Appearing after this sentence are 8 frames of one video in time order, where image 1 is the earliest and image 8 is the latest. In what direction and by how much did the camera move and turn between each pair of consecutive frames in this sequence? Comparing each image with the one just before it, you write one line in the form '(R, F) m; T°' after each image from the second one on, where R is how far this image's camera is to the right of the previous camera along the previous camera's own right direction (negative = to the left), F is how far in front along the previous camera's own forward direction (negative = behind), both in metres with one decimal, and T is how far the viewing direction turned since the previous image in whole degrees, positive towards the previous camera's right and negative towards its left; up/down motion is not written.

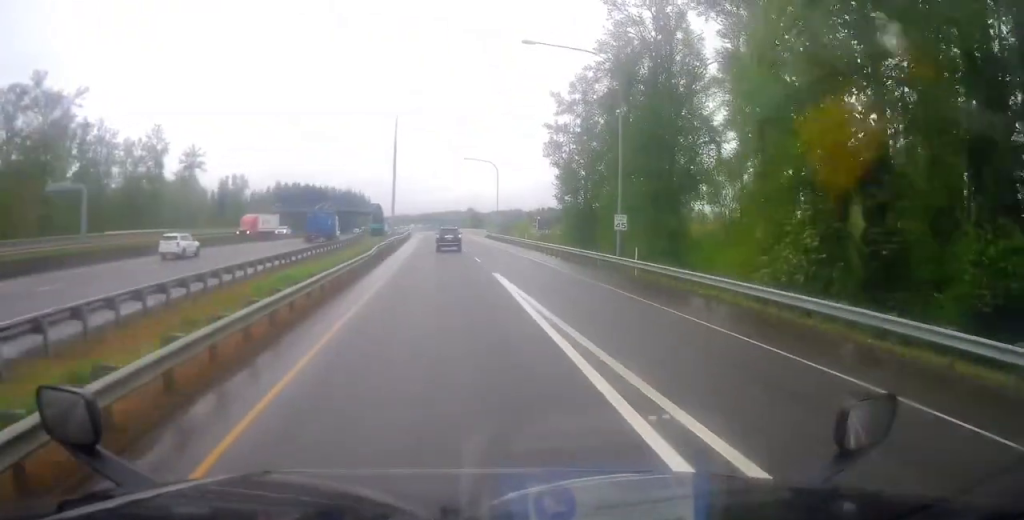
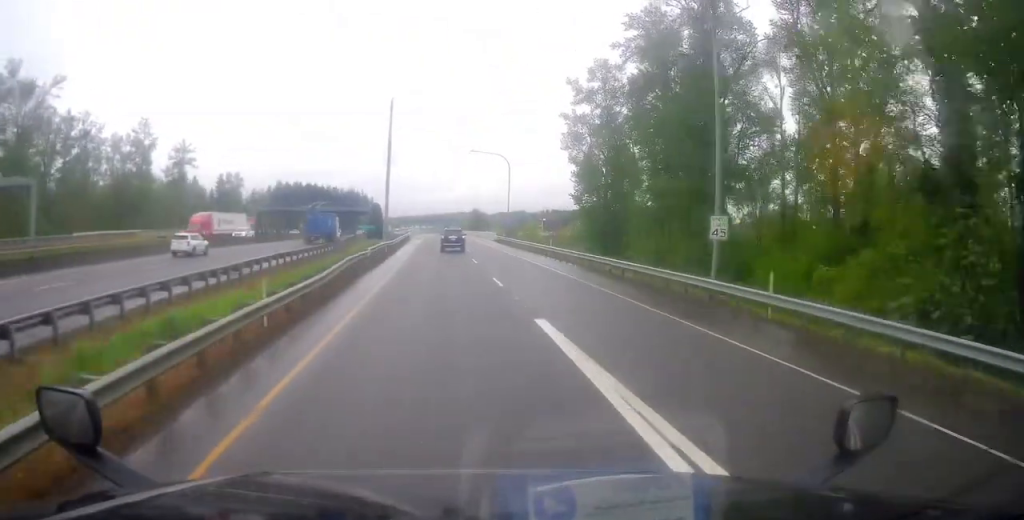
(+0.3, +11.9) m; 0°
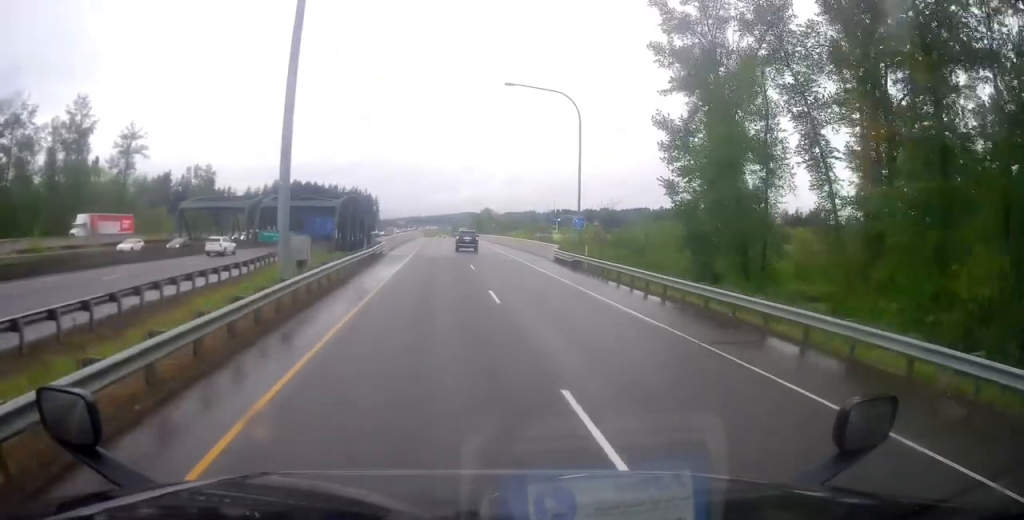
(-0.7, +40.4) m; 0°
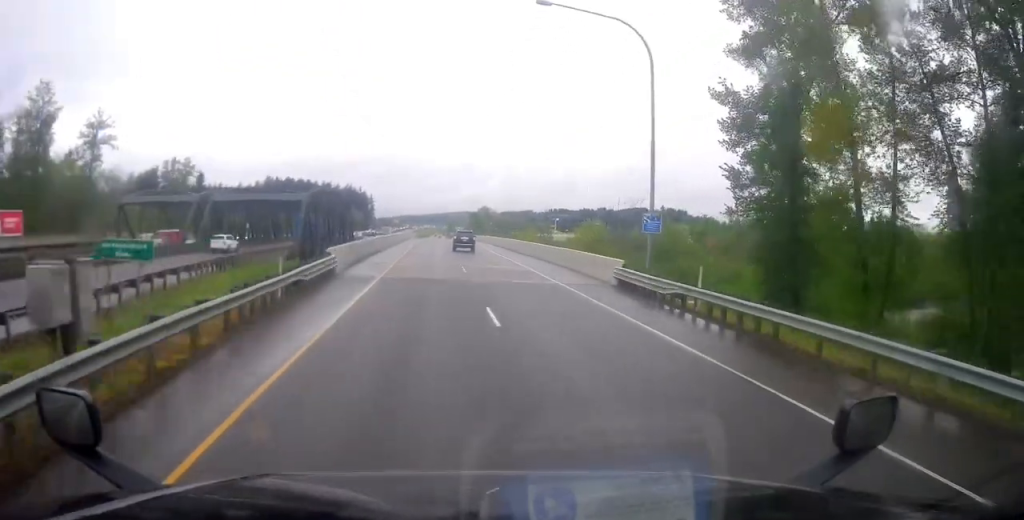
(+0.1, +15.9) m; +1°
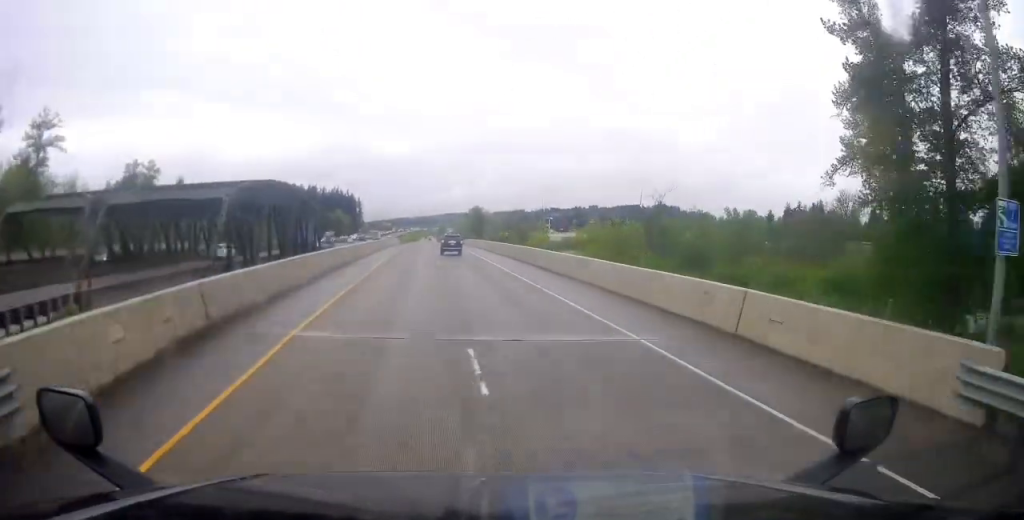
(+0.3, +19.2) m; -1°
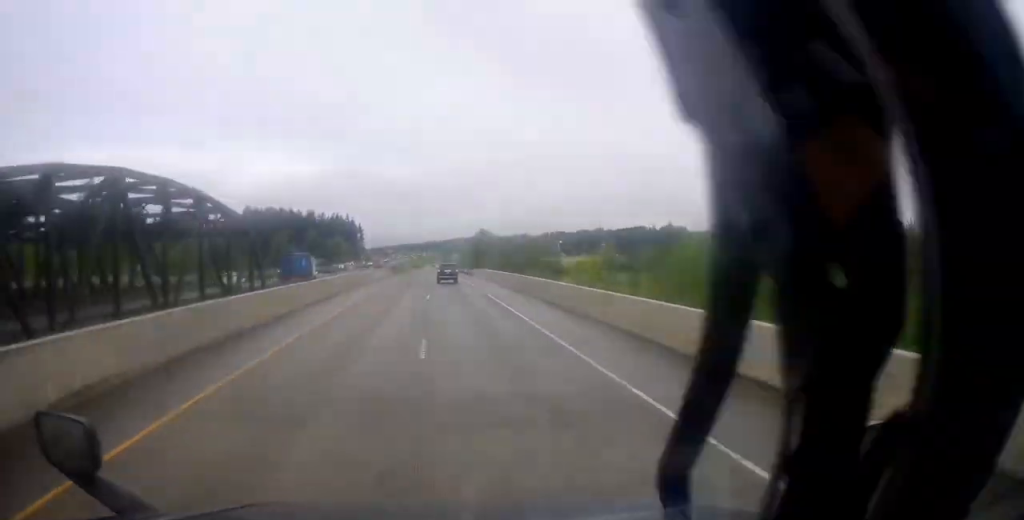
(-0.7, +26.9) m; 0°
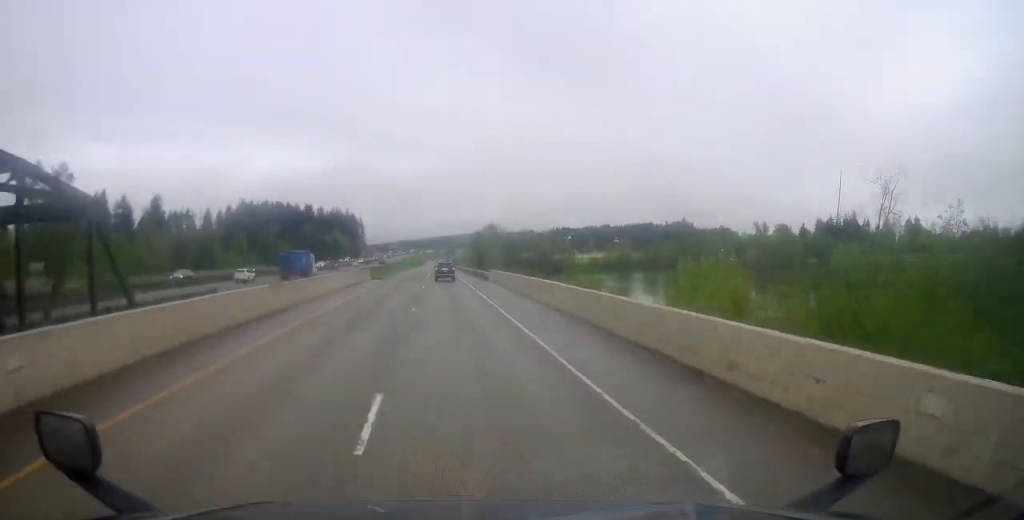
(+0.7, +25.0) m; 0°
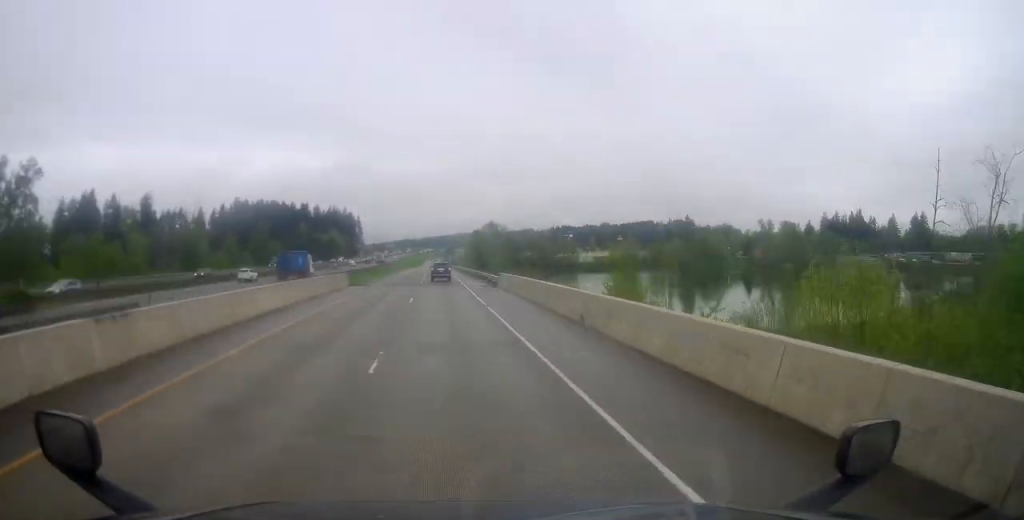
(-0.3, +12.5) m; 0°
